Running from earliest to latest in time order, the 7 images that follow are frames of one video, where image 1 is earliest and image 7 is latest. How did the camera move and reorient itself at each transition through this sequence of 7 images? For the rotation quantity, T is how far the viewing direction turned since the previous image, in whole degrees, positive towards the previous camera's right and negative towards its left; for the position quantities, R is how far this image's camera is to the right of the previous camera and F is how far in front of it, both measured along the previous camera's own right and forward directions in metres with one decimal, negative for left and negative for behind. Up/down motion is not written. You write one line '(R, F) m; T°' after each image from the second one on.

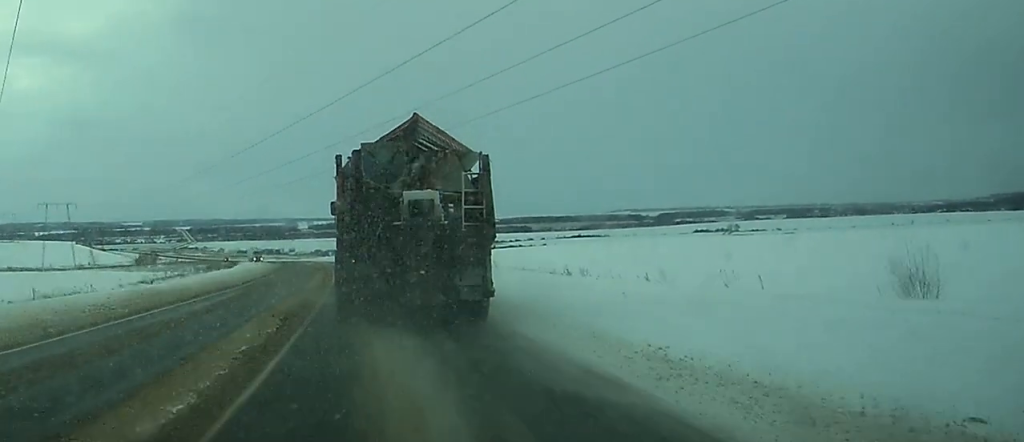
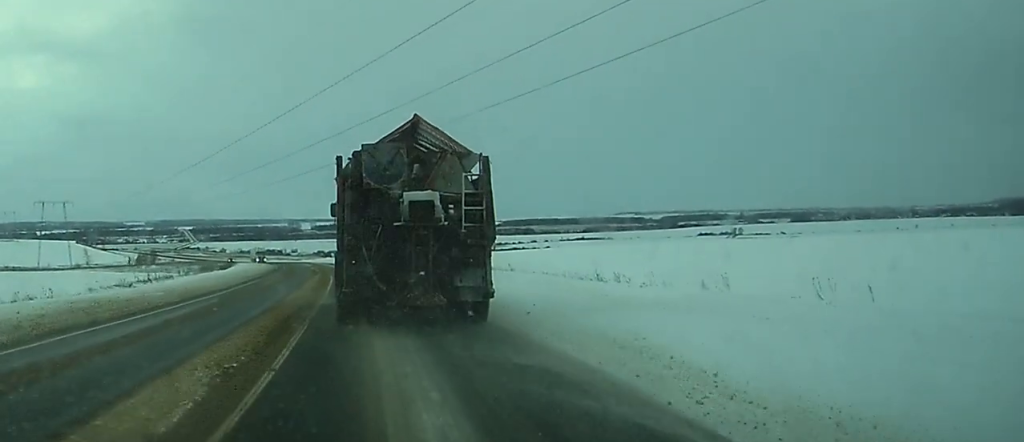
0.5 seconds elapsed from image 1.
(-0.1, +7.5) m; -1°
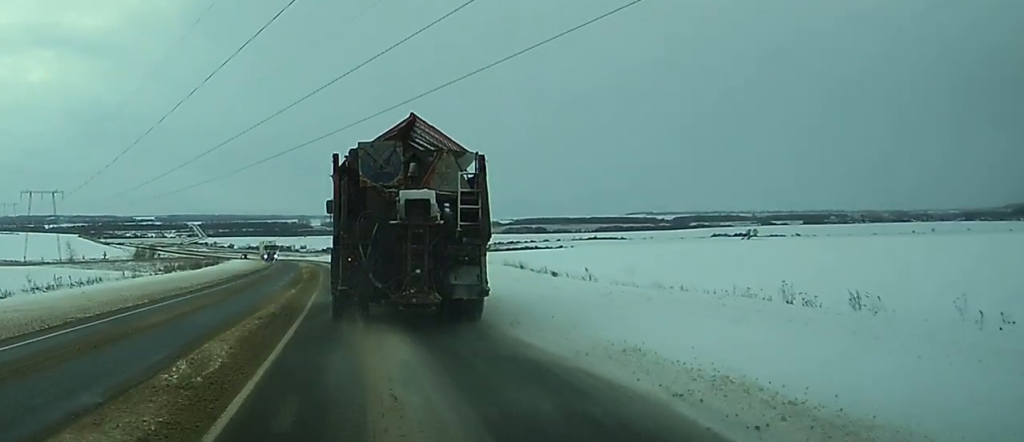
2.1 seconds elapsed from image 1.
(-0.4, +24.4) m; -1°
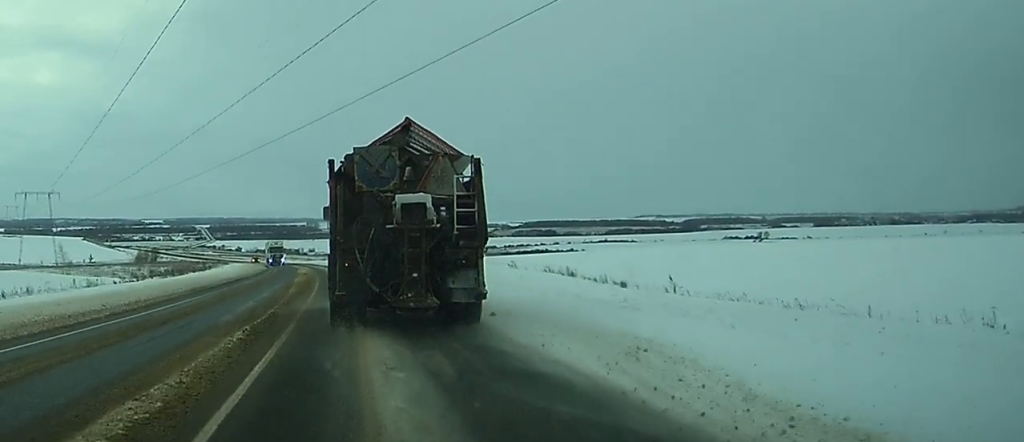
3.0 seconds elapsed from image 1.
(0.0, +13.3) m; 0°
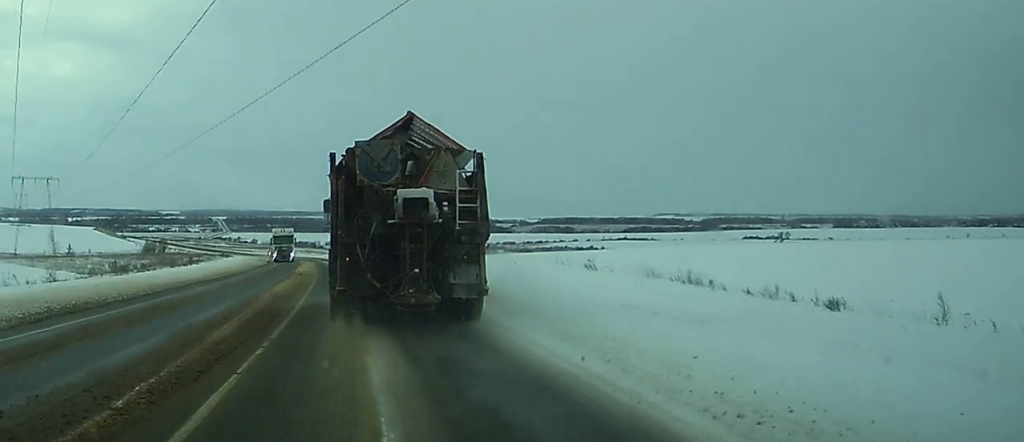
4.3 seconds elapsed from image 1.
(0.0, +18.5) m; 0°
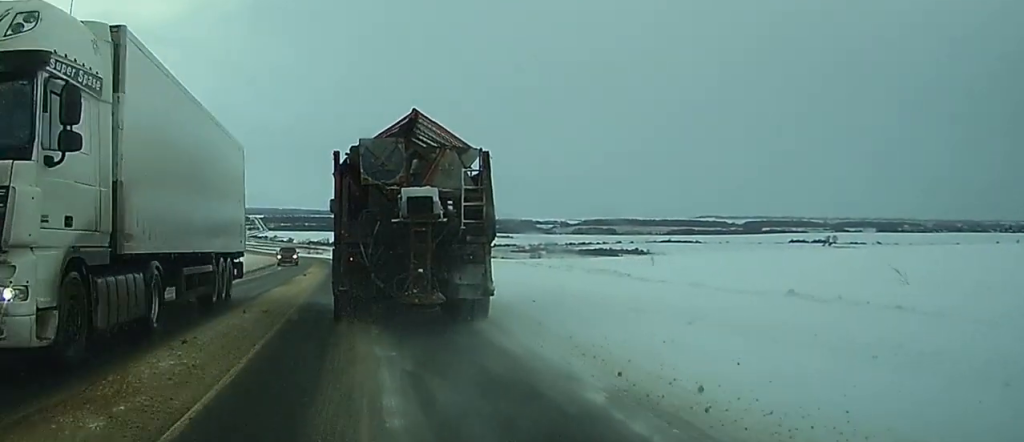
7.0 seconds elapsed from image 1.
(-0.5, +40.2) m; -2°
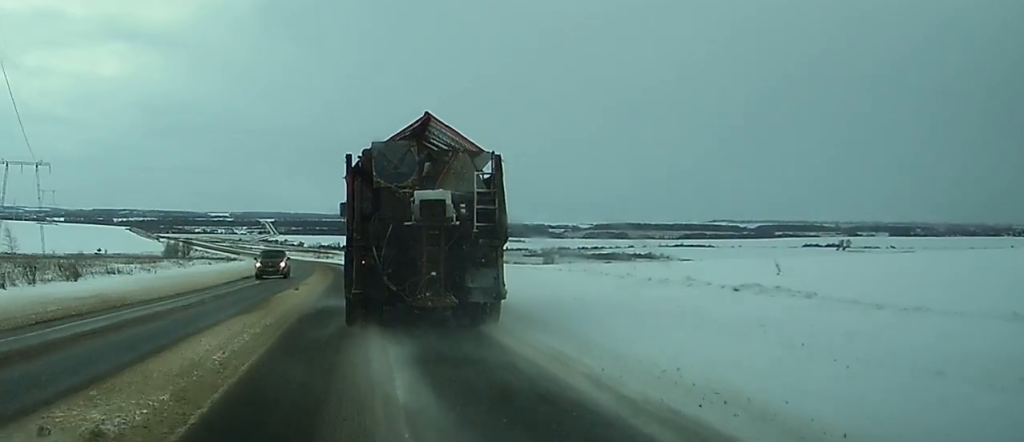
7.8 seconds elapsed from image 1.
(-0.1, +11.4) m; -1°
